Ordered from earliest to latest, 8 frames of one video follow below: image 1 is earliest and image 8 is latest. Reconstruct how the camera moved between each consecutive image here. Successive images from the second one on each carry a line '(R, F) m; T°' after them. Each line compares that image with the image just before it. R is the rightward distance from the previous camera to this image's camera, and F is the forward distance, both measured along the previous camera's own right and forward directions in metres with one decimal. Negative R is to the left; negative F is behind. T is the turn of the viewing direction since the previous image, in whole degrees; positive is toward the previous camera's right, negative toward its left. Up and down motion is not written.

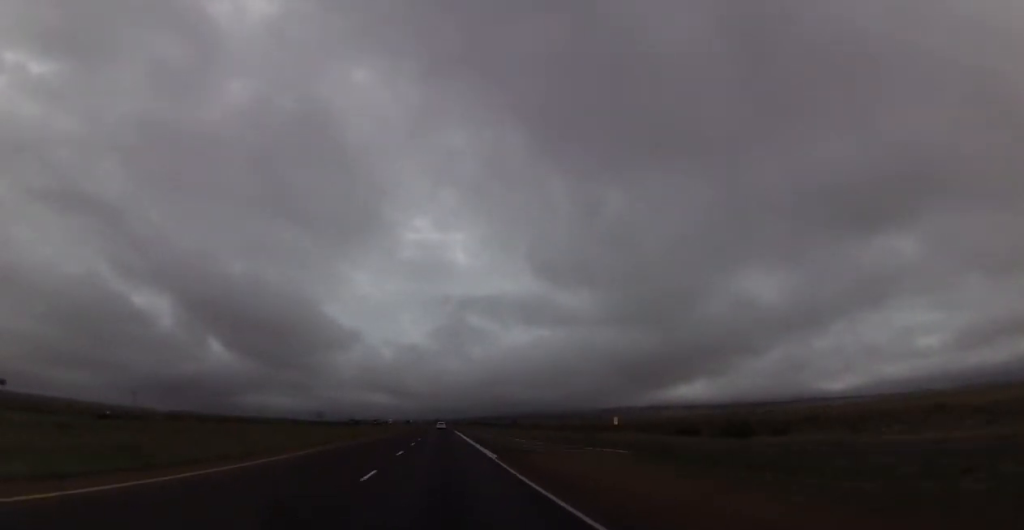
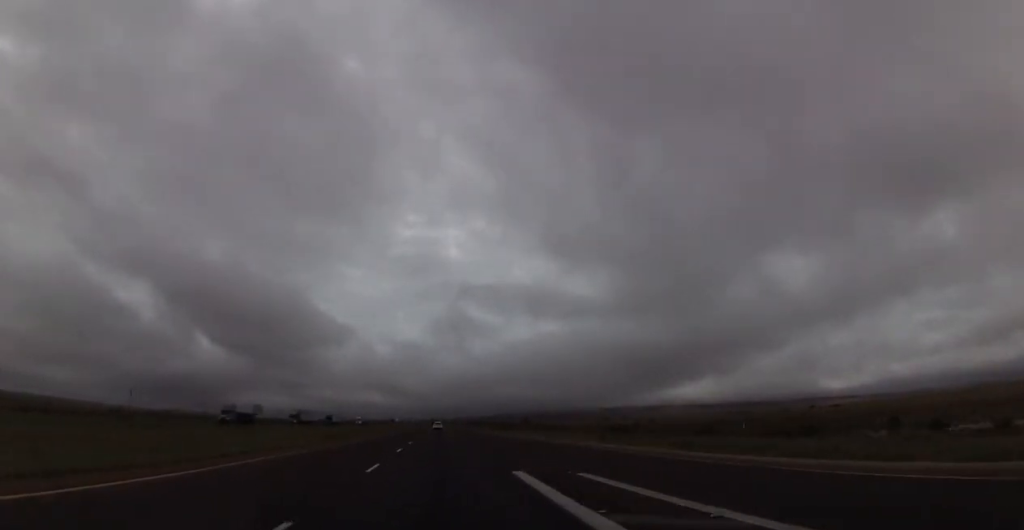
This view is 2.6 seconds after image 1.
(+0.6, +95.0) m; +1°
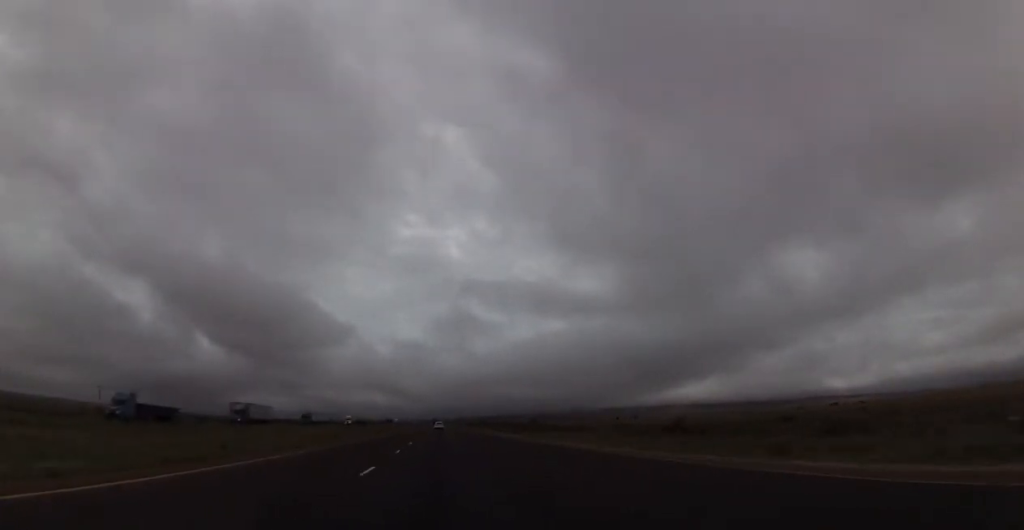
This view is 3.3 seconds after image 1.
(0.0, +25.3) m; 0°
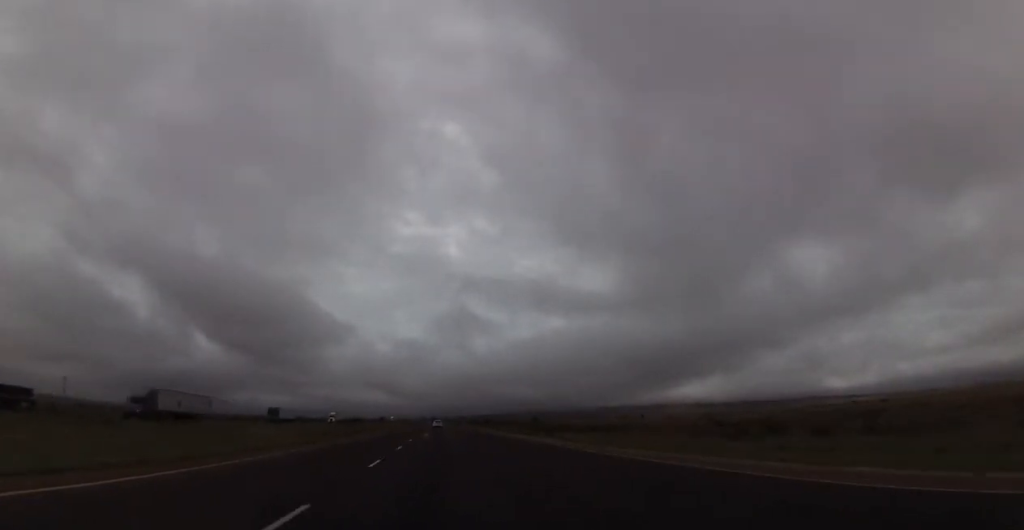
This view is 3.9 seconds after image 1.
(0.0, +21.7) m; 0°
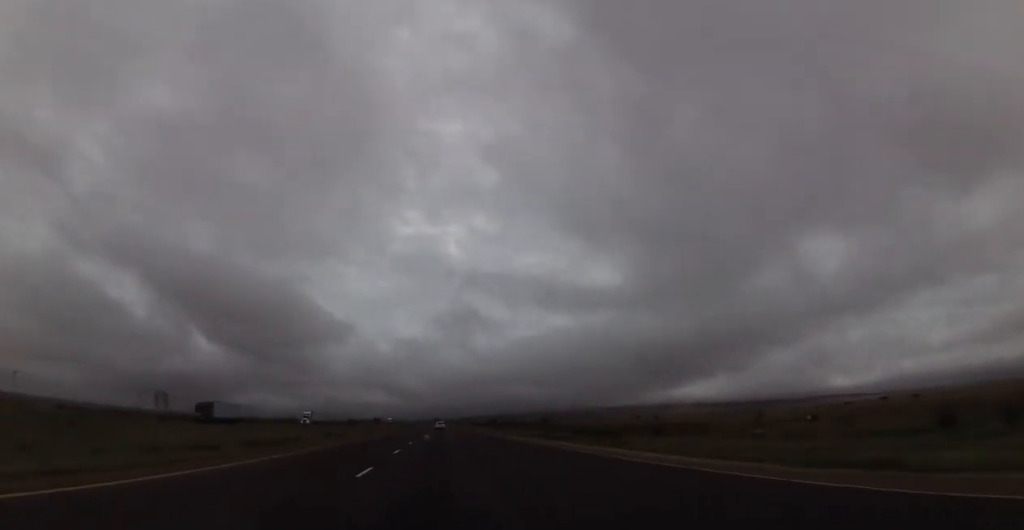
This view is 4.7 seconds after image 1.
(+0.1, +27.7) m; 0°
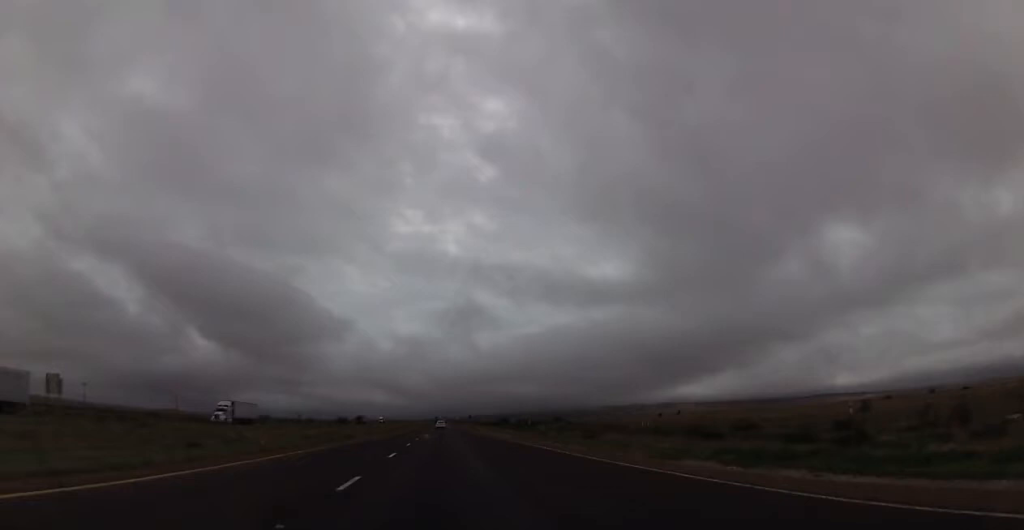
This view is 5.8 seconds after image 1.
(-0.4, +39.7) m; 0°
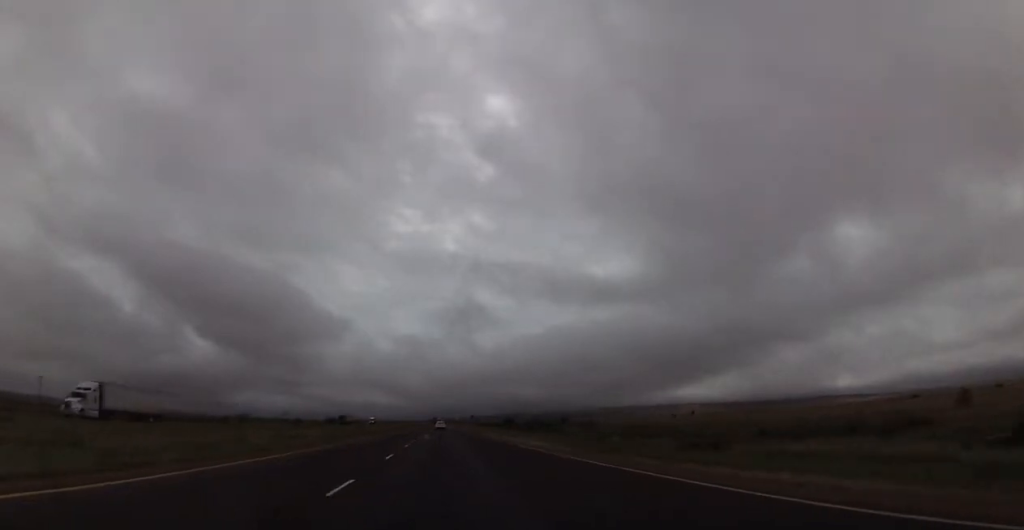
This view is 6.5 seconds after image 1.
(0.0, +25.2) m; 0°
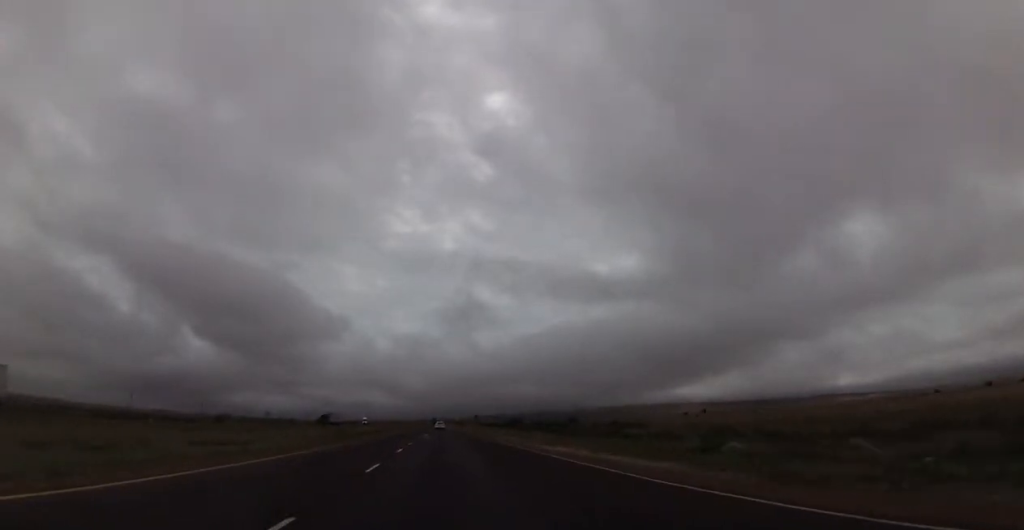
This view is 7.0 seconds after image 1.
(+0.1, +18.0) m; 0°
